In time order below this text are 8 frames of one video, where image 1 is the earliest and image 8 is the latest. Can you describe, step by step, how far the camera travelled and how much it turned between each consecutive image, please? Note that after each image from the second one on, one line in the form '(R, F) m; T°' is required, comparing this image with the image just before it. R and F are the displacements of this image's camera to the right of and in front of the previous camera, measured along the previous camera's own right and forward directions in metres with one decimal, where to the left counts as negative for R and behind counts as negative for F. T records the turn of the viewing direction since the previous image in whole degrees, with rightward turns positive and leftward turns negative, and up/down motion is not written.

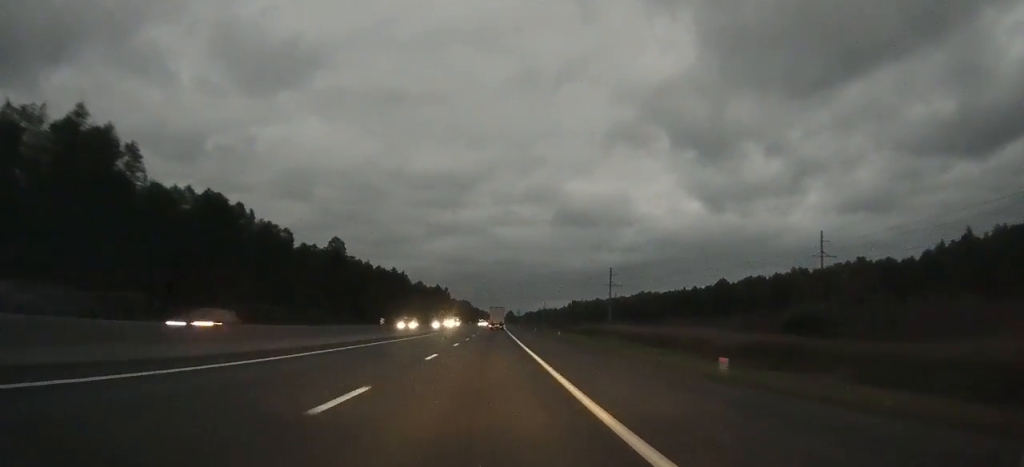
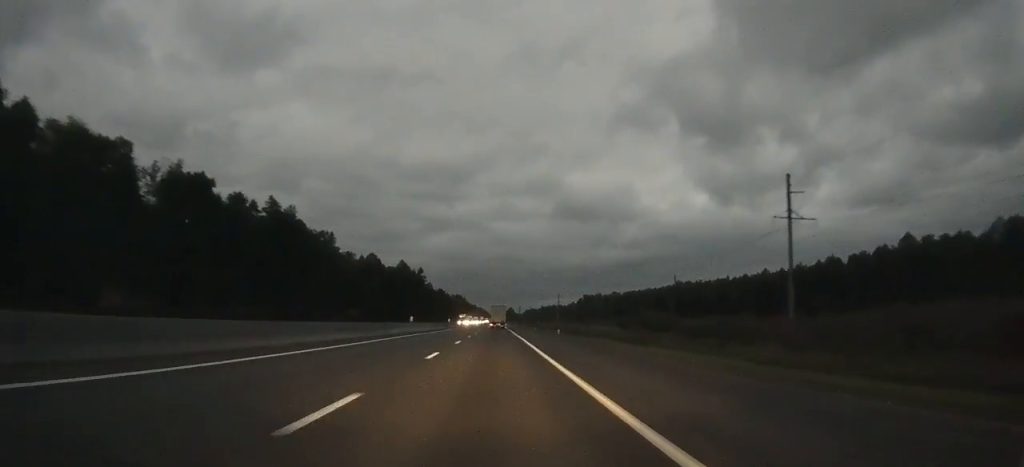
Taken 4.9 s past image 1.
(-0.1, +109.4) m; 0°
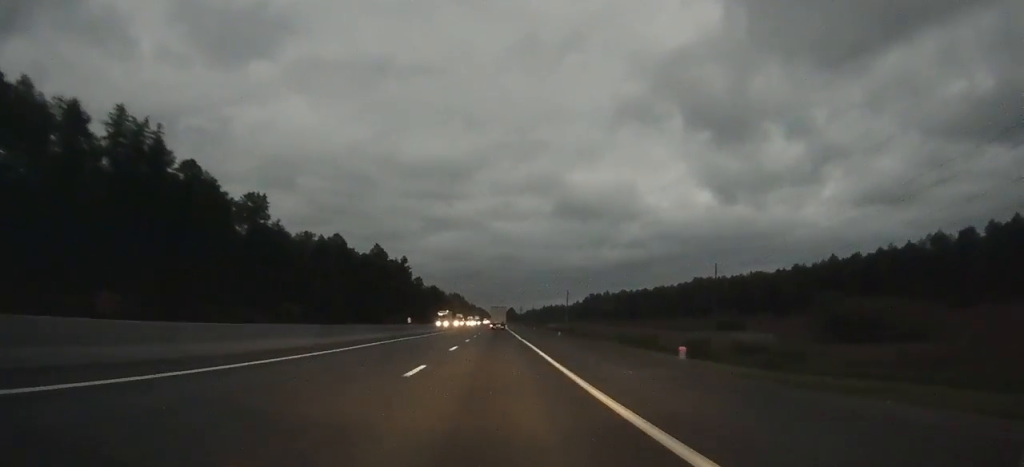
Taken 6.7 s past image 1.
(+0.1, +40.7) m; 0°
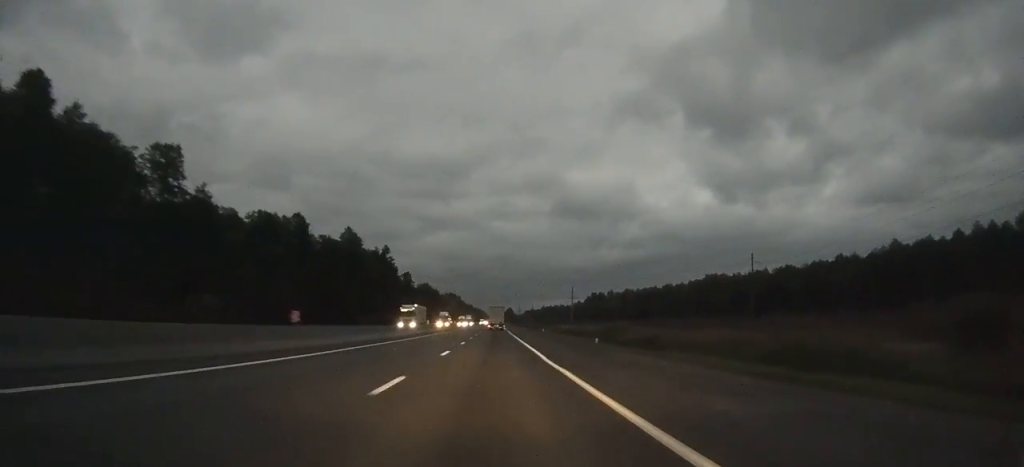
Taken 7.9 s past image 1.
(0.0, +27.1) m; 0°
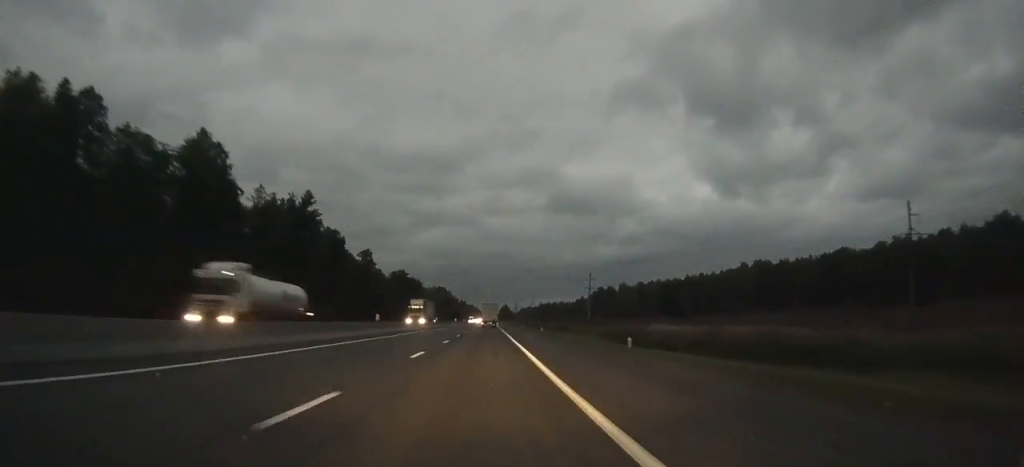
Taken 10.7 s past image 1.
(+0.4, +63.6) m; +1°
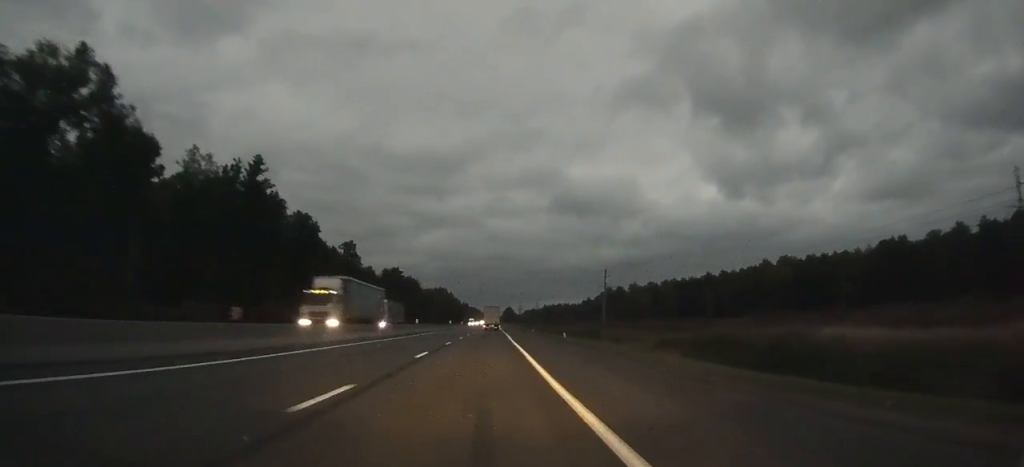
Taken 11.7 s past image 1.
(+0.2, +22.7) m; 0°
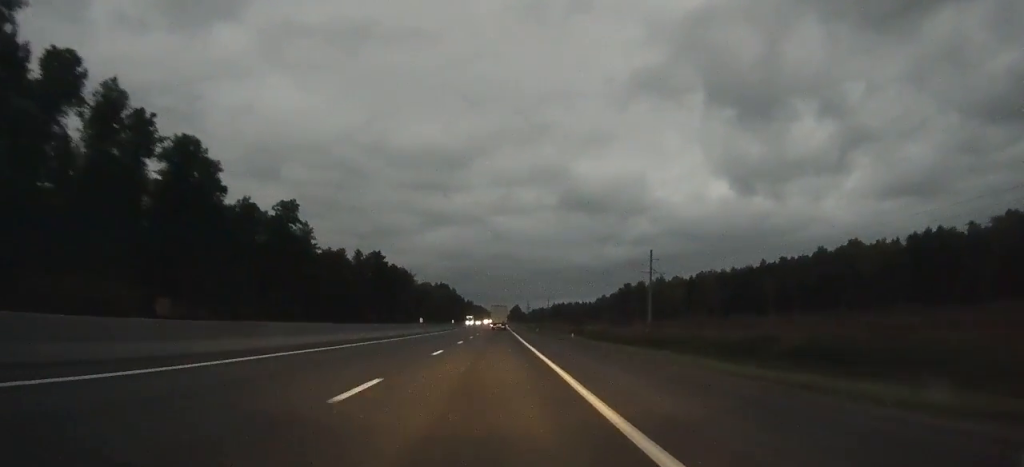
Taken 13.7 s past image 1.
(-0.1, +47.1) m; -1°
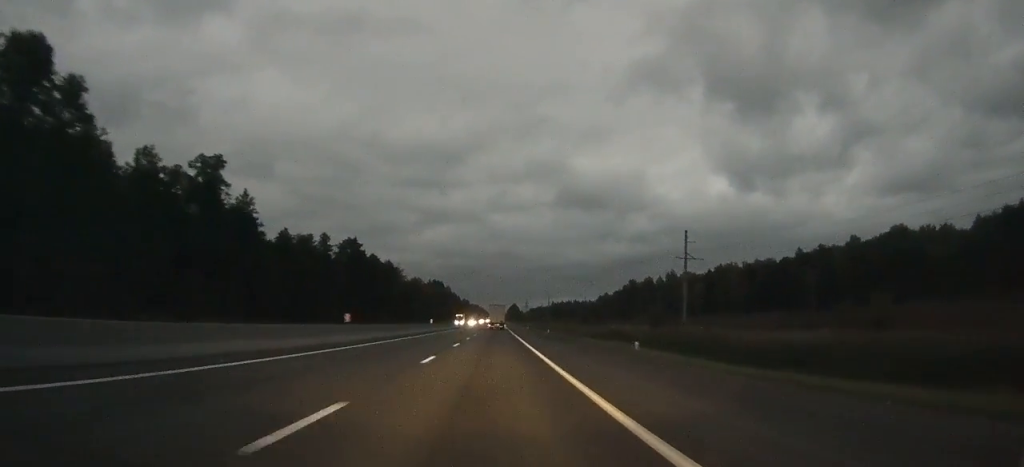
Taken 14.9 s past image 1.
(-0.2, +27.3) m; 0°
